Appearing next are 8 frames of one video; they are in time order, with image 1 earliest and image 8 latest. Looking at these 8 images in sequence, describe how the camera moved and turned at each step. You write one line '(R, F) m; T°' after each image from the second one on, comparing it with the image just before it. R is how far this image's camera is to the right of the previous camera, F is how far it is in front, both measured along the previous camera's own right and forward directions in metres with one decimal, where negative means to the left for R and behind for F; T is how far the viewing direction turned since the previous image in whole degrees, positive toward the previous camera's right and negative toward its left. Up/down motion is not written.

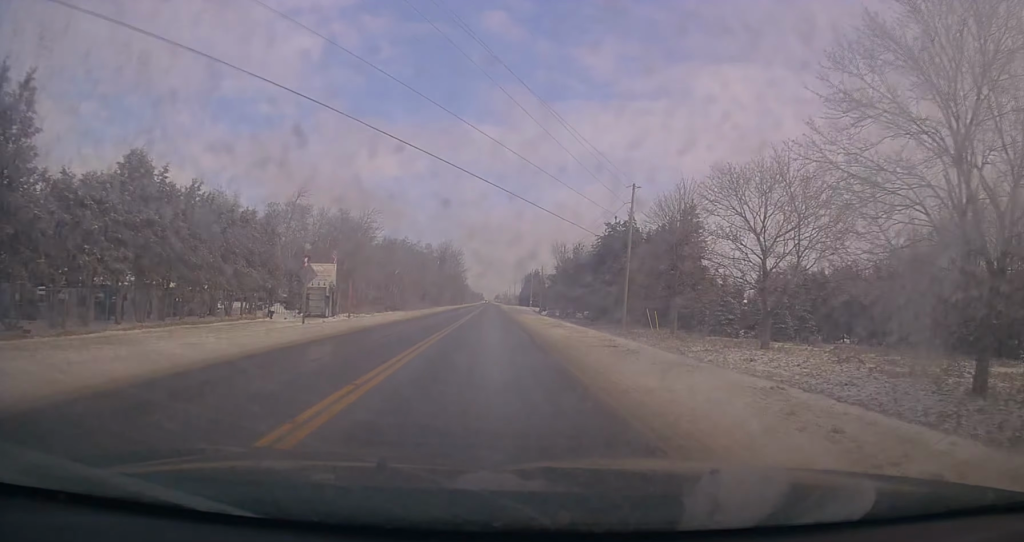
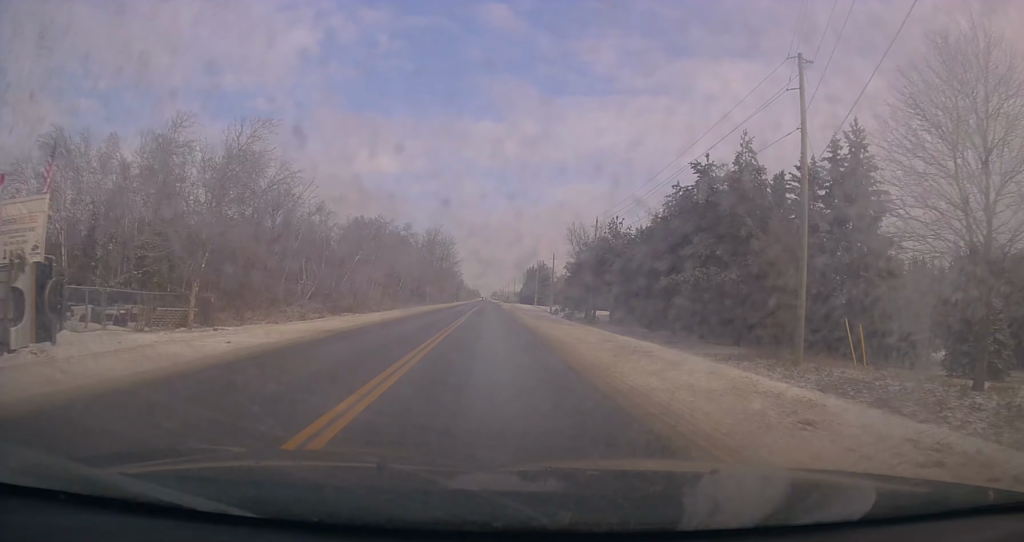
(0.0, +31.7) m; +2°
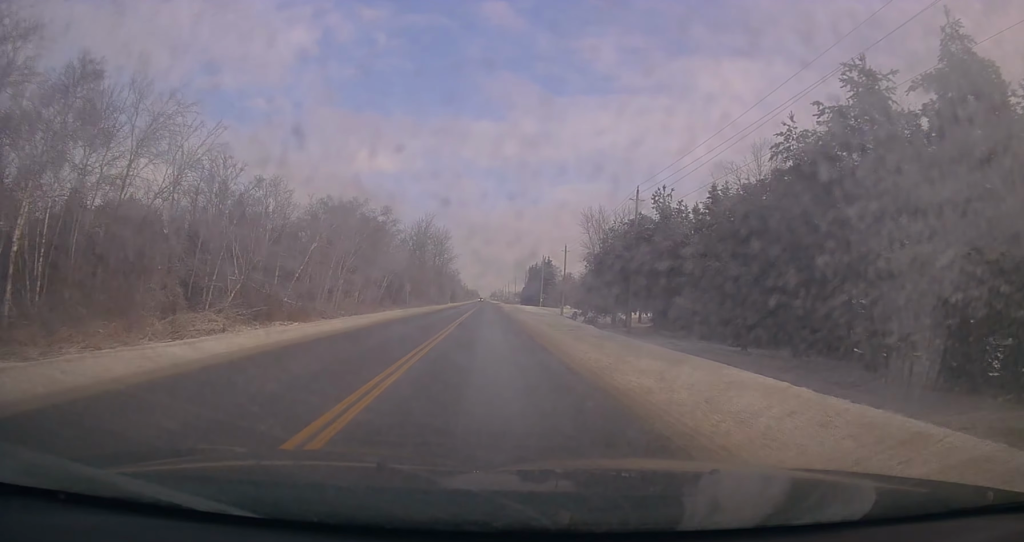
(+0.4, +19.7) m; 0°
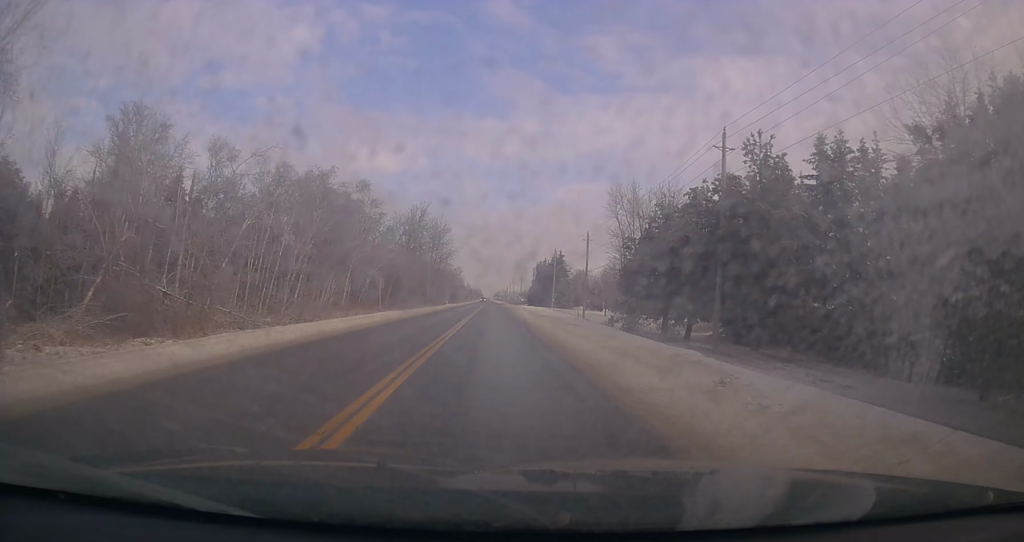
(-0.4, +18.6) m; 0°
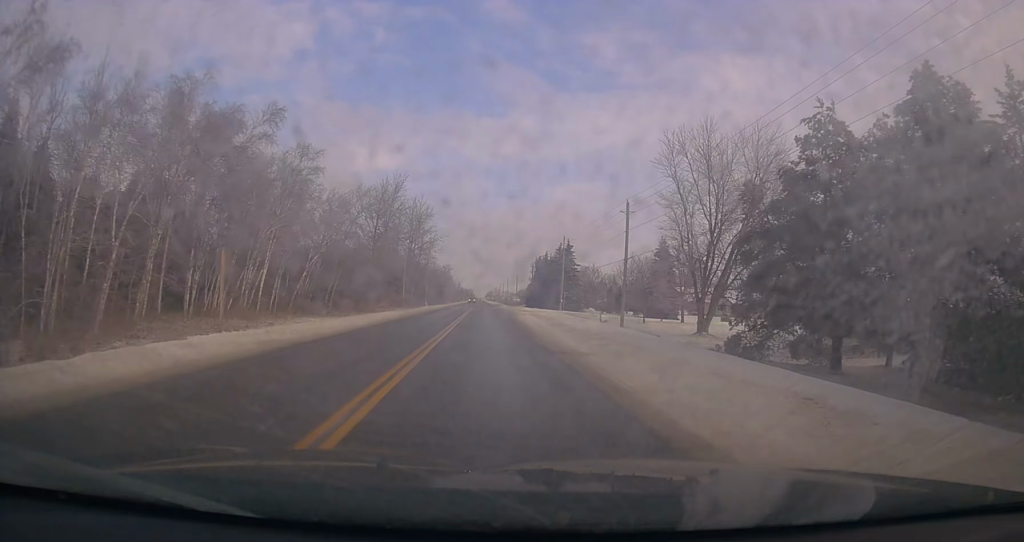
(+0.1, +27.2) m; 0°
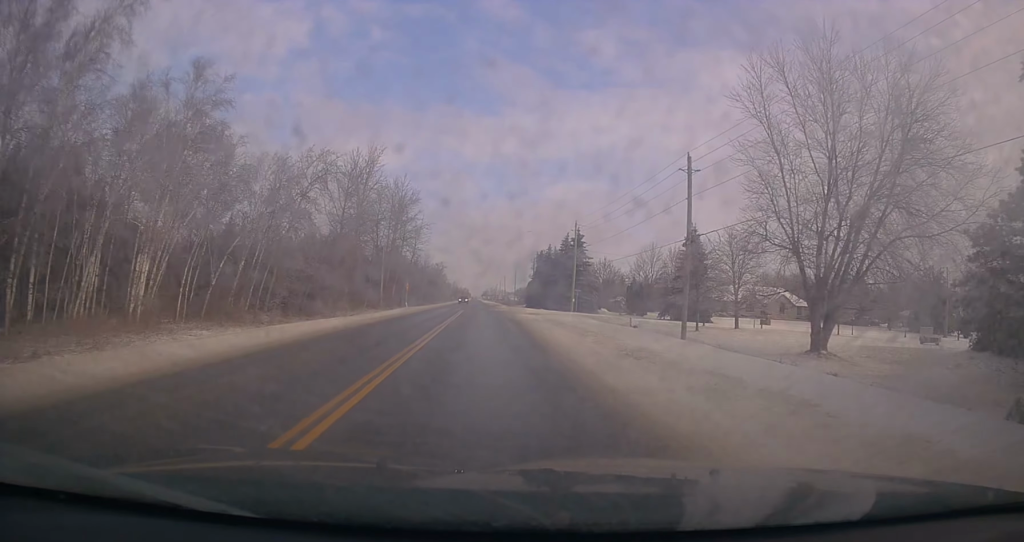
(-0.1, +18.3) m; +1°
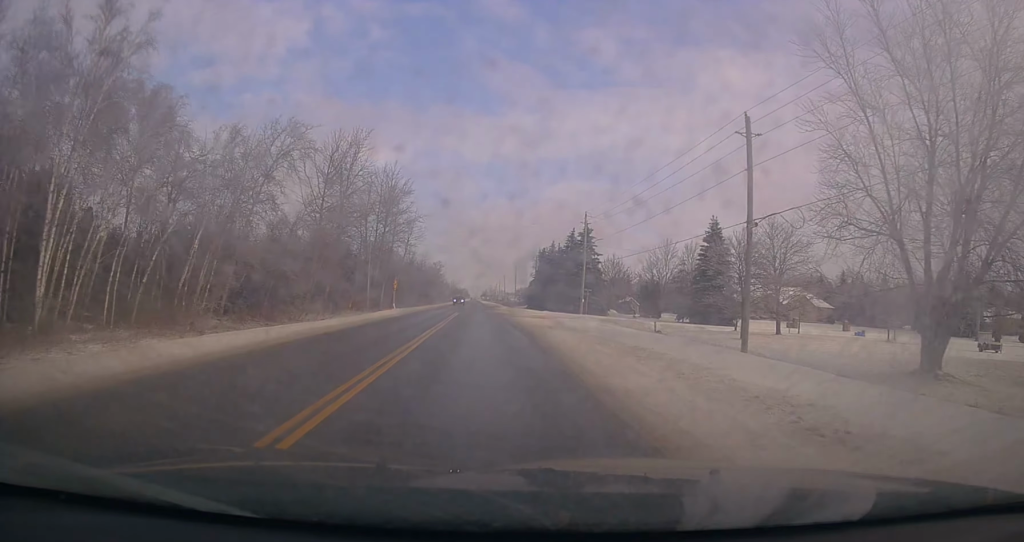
(-0.2, +8.9) m; +1°
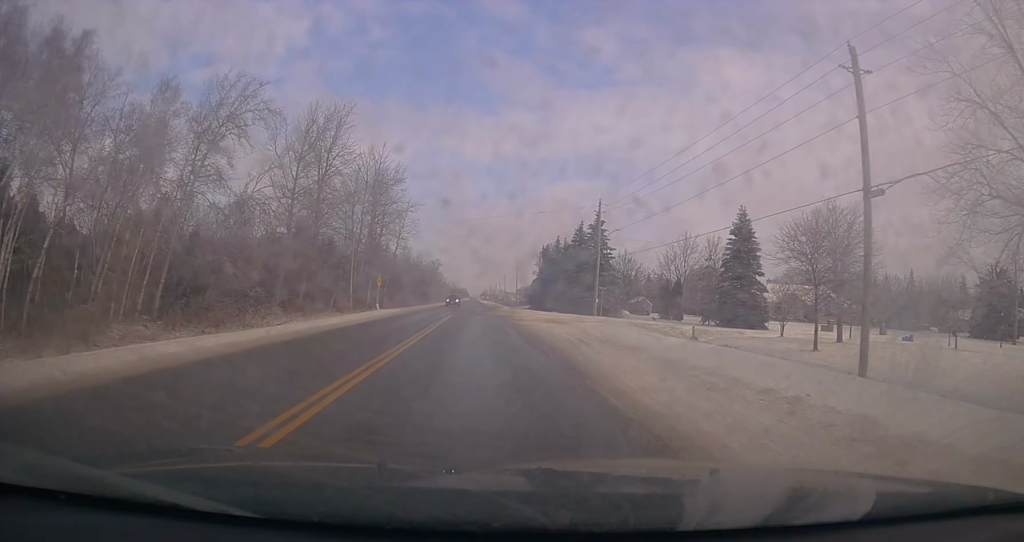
(+0.4, +9.7) m; -1°
